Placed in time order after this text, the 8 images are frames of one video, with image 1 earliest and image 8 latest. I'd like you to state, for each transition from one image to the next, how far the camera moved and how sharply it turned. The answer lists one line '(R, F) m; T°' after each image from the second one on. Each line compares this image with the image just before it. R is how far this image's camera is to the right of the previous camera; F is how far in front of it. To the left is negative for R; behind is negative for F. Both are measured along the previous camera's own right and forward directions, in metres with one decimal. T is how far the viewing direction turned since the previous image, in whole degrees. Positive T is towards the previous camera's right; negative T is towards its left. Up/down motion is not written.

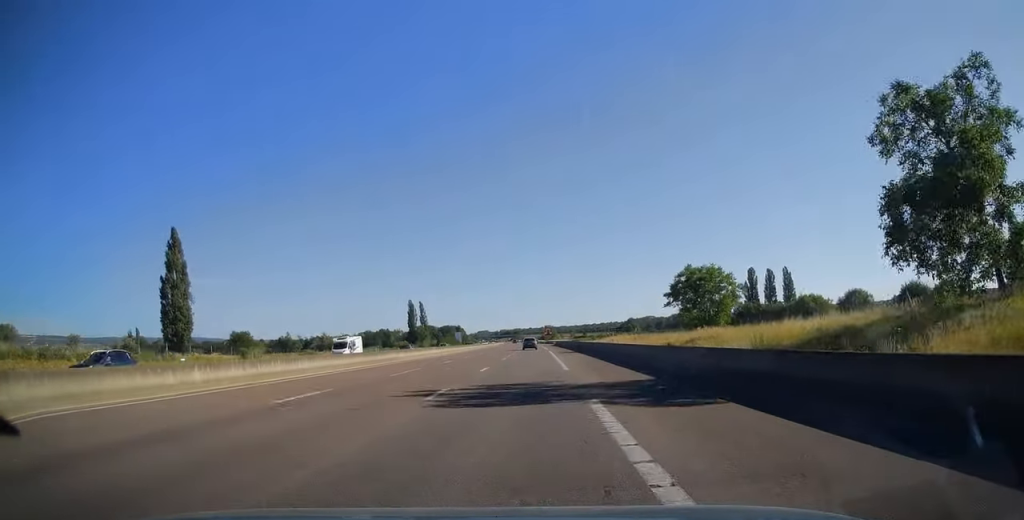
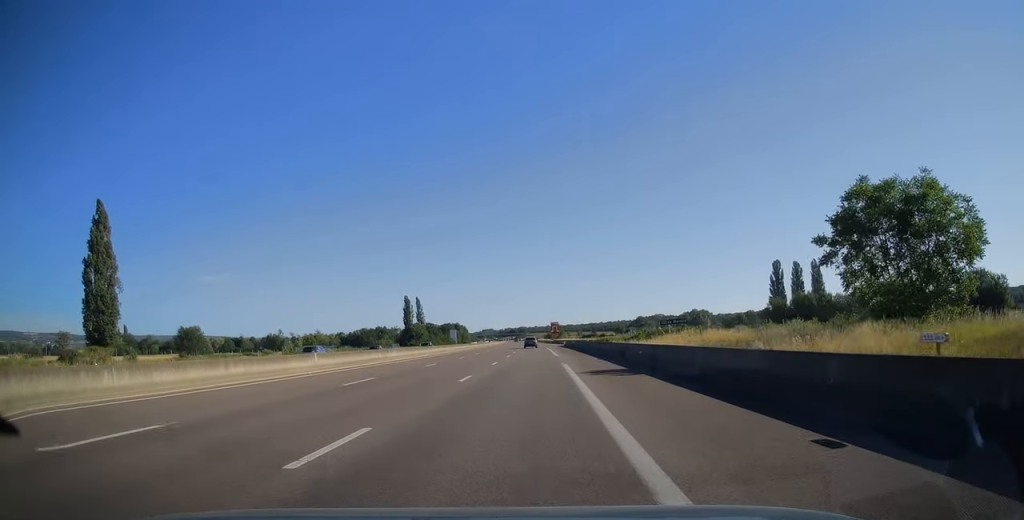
(0.0, +33.7) m; 0°
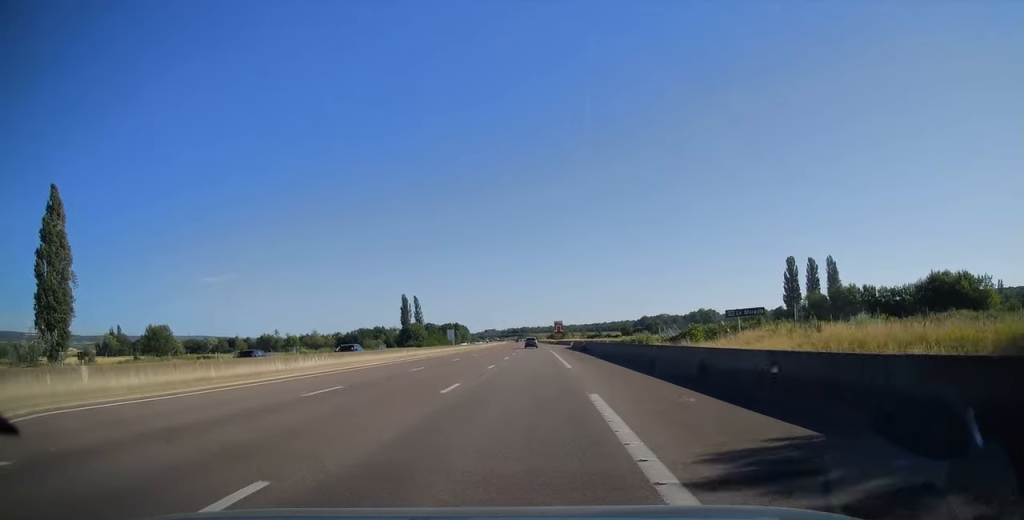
(0.0, +16.6) m; 0°
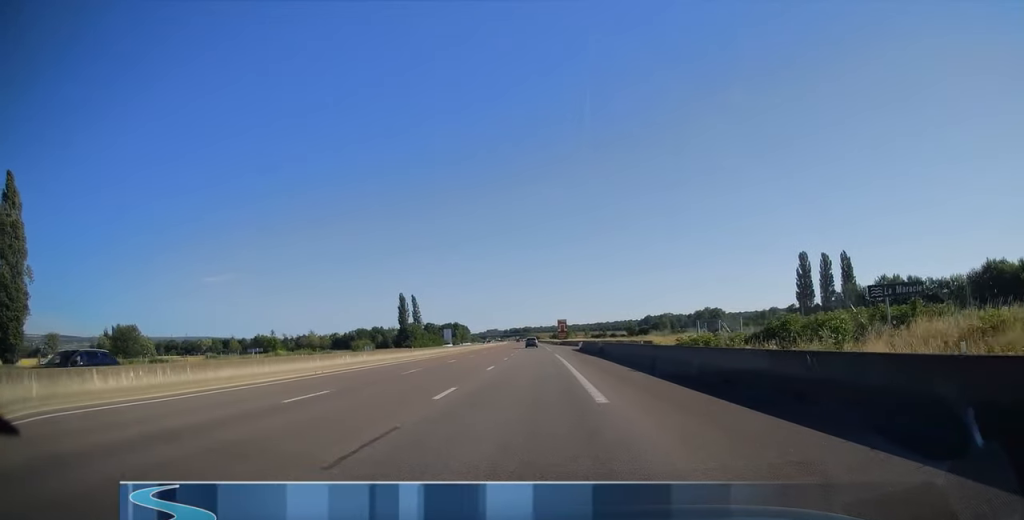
(0.0, +14.2) m; 0°
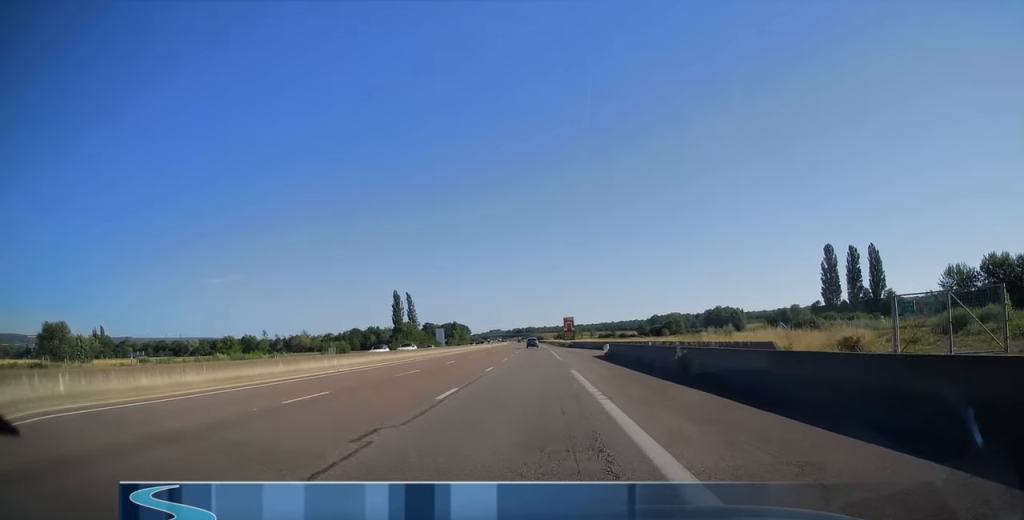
(0.0, +25.9) m; 0°
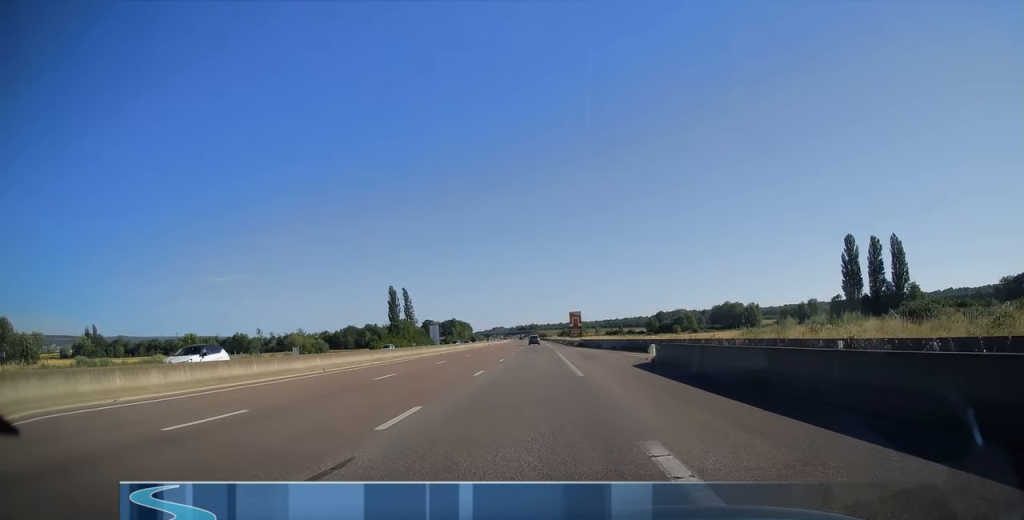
(0.0, +18.1) m; 0°
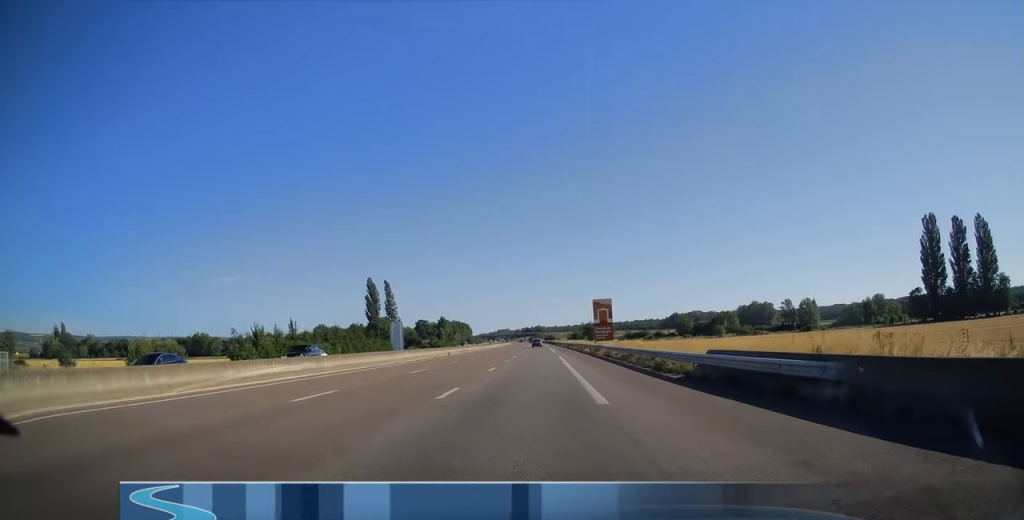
(0.0, +59.1) m; 0°
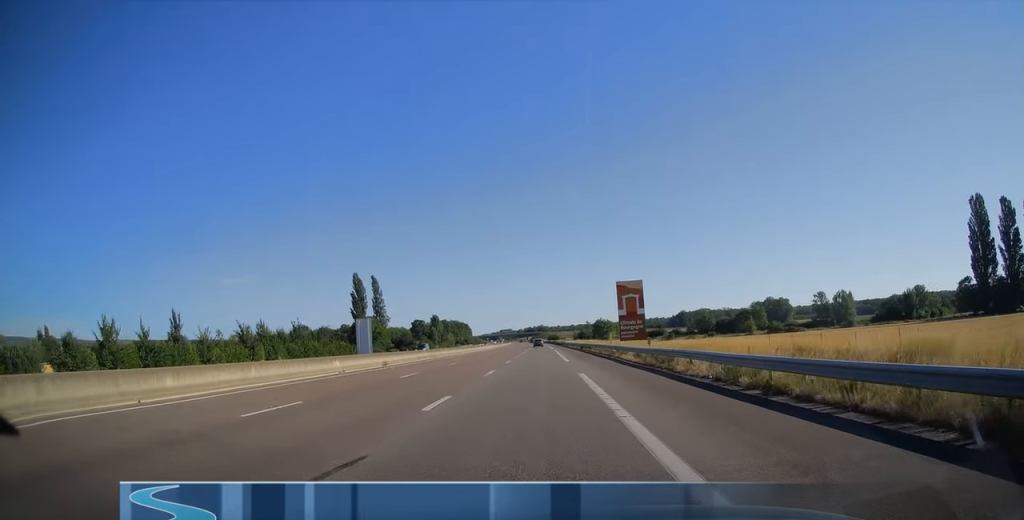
(-0.1, +28.4) m; -1°
